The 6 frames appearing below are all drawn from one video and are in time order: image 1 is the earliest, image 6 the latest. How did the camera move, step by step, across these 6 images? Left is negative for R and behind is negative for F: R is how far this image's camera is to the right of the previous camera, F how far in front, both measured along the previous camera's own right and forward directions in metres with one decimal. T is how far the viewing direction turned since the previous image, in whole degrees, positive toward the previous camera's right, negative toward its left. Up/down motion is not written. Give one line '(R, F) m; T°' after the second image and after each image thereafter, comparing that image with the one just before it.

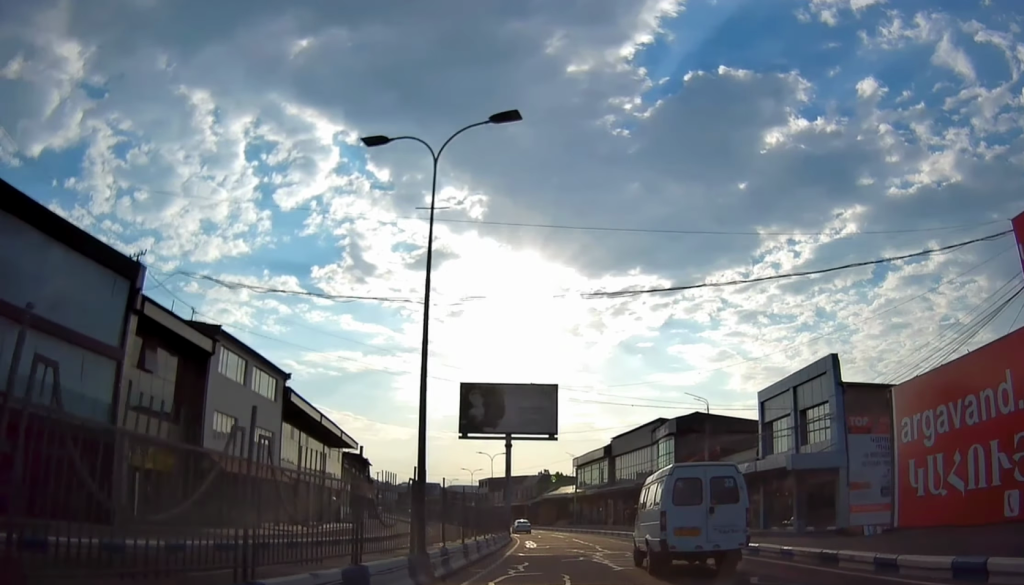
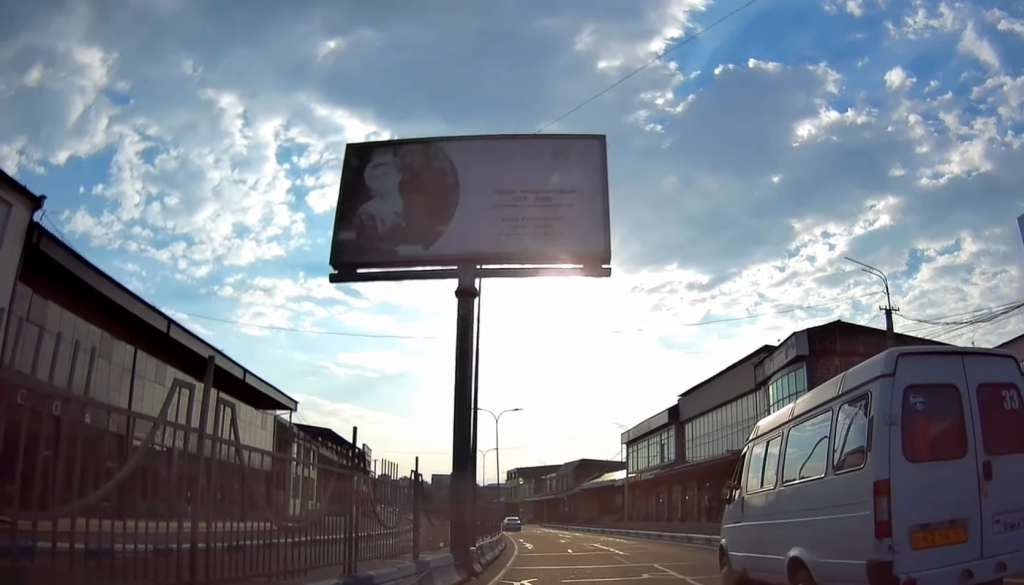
(-0.2, +28.3) m; -3°
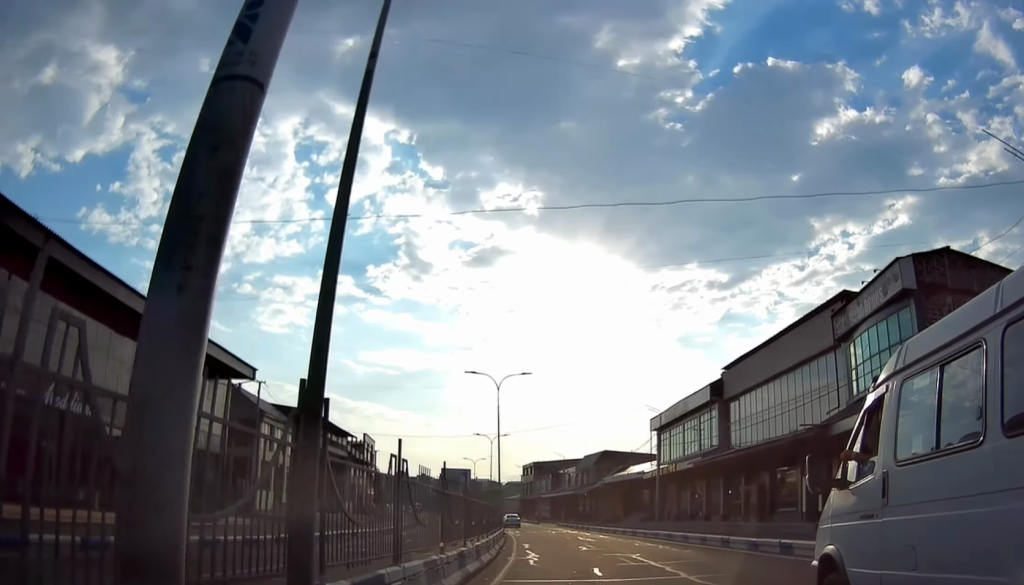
(-0.6, +10.8) m; -2°
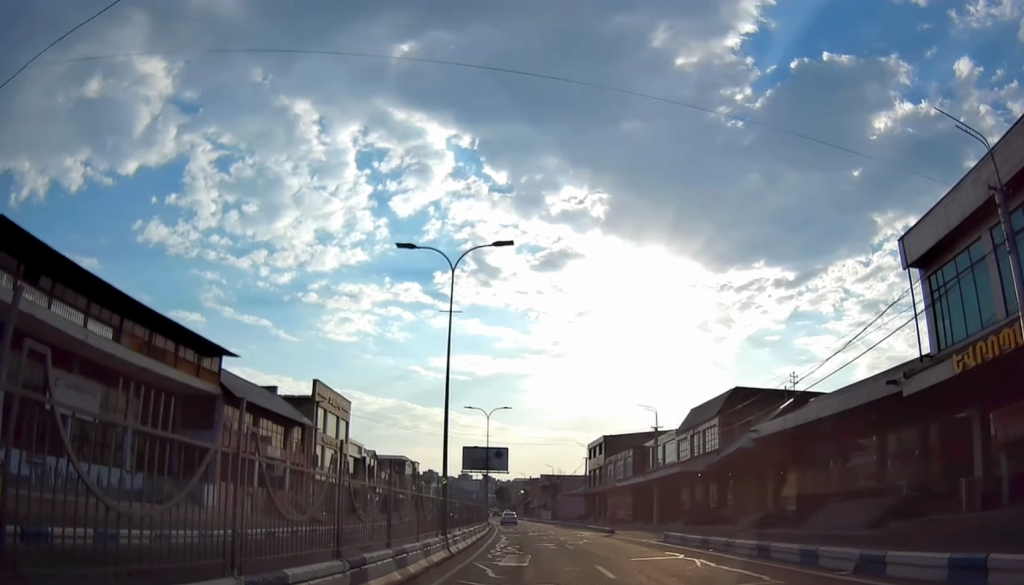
(-2.2, +46.8) m; -5°
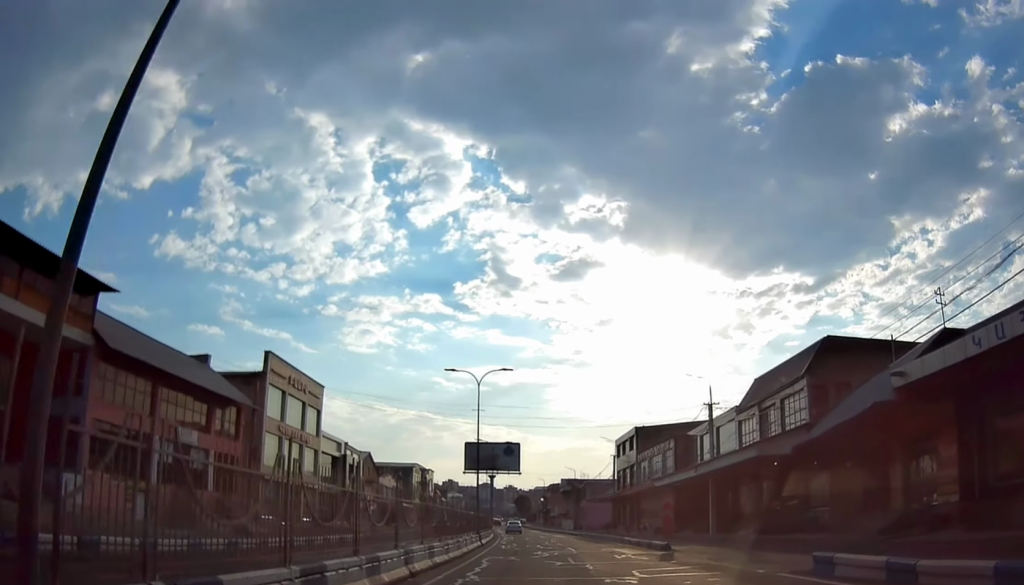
(0.0, +15.7) m; -3°
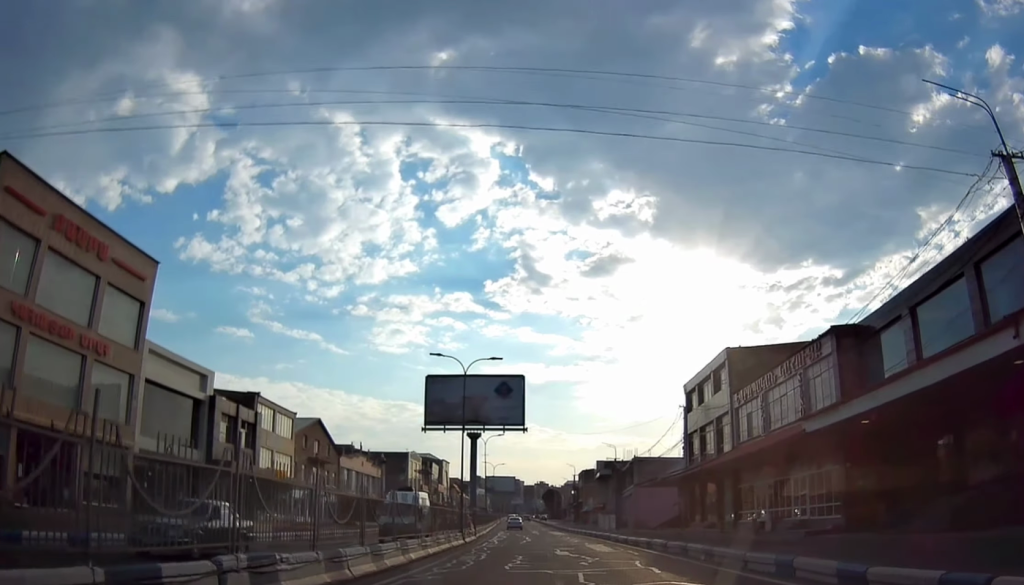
(-2.4, +33.4) m; -4°
